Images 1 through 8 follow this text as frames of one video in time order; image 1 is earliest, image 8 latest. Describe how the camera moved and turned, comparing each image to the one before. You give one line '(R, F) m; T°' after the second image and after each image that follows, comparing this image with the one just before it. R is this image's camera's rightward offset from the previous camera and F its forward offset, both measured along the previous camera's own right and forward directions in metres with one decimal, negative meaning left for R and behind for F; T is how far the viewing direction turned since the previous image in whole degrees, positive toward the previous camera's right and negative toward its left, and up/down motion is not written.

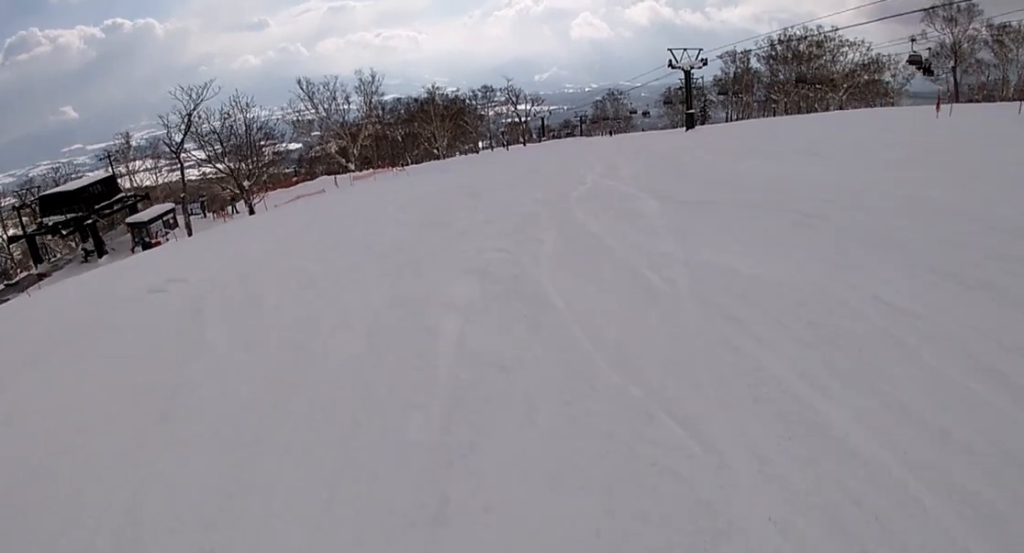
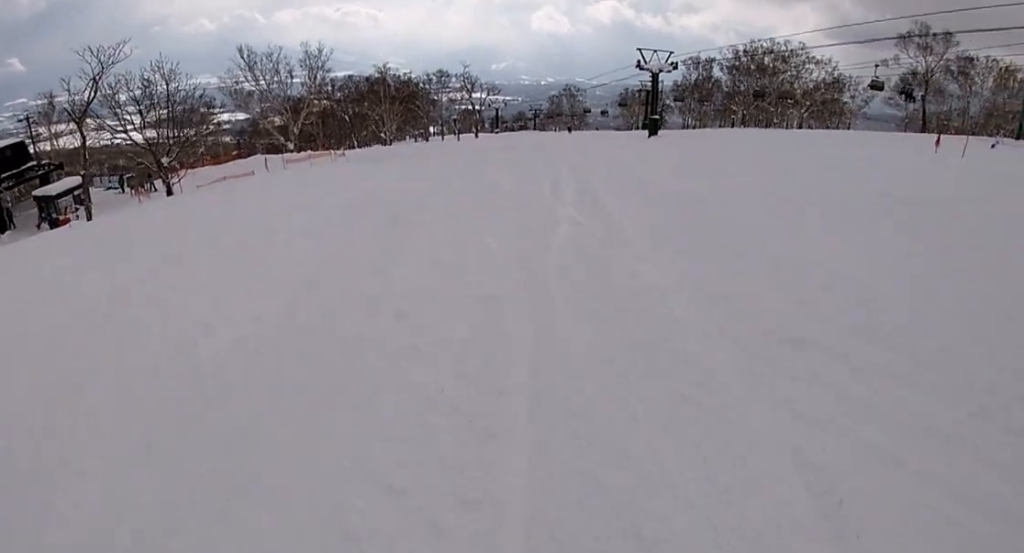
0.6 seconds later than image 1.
(-0.3, +4.3) m; -3°
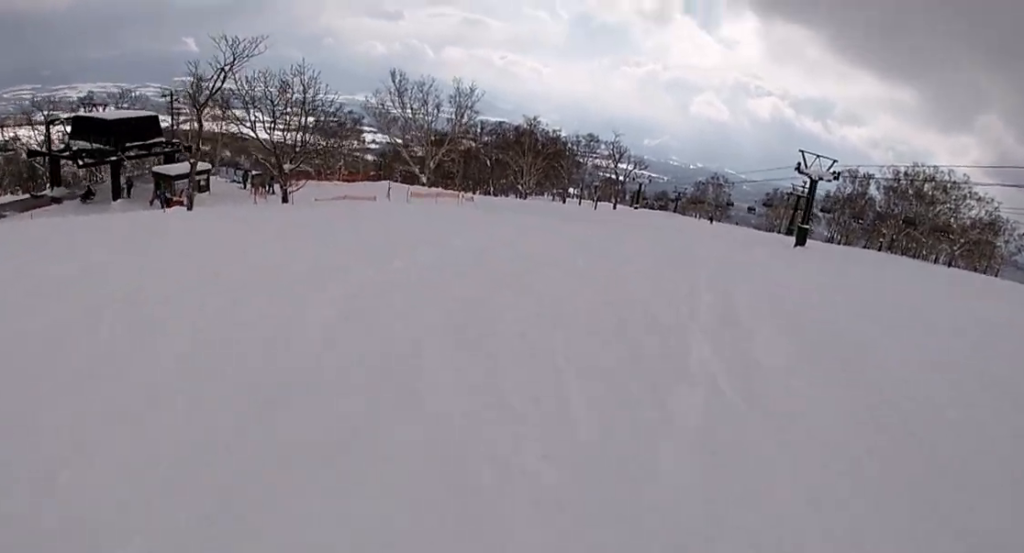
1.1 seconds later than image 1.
(-0.1, +3.3) m; -3°
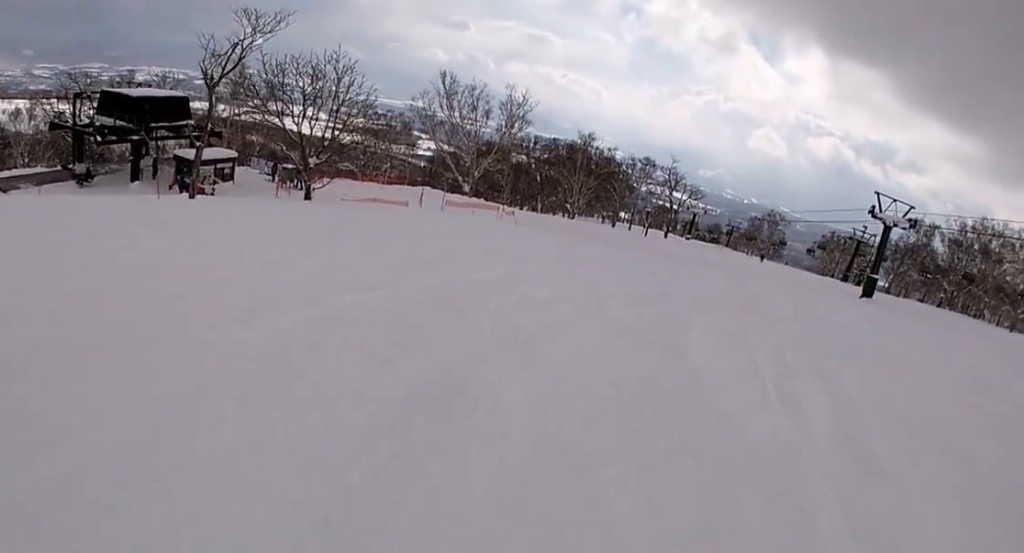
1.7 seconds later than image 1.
(-0.1, +4.1) m; 0°
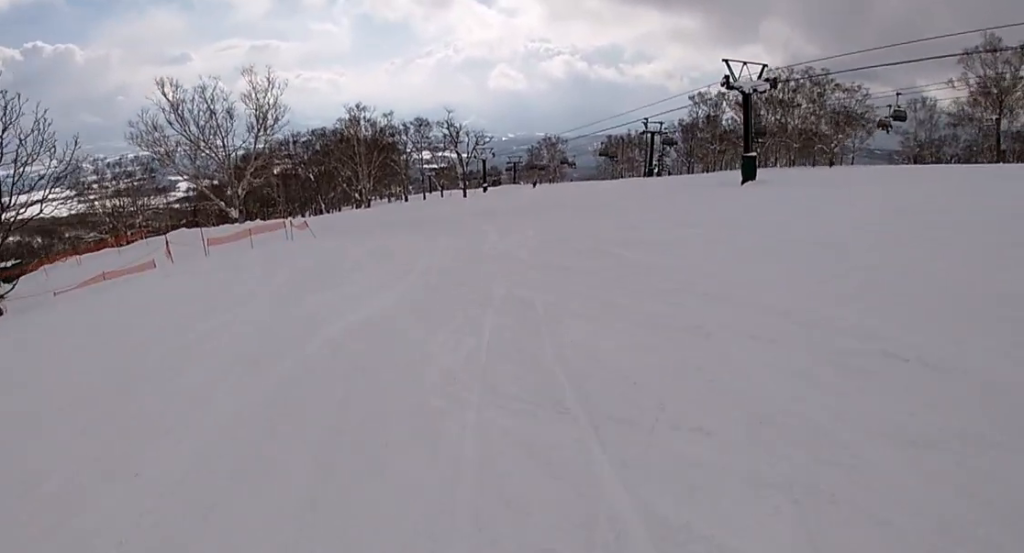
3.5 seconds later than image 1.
(+0.9, +12.9) m; +11°
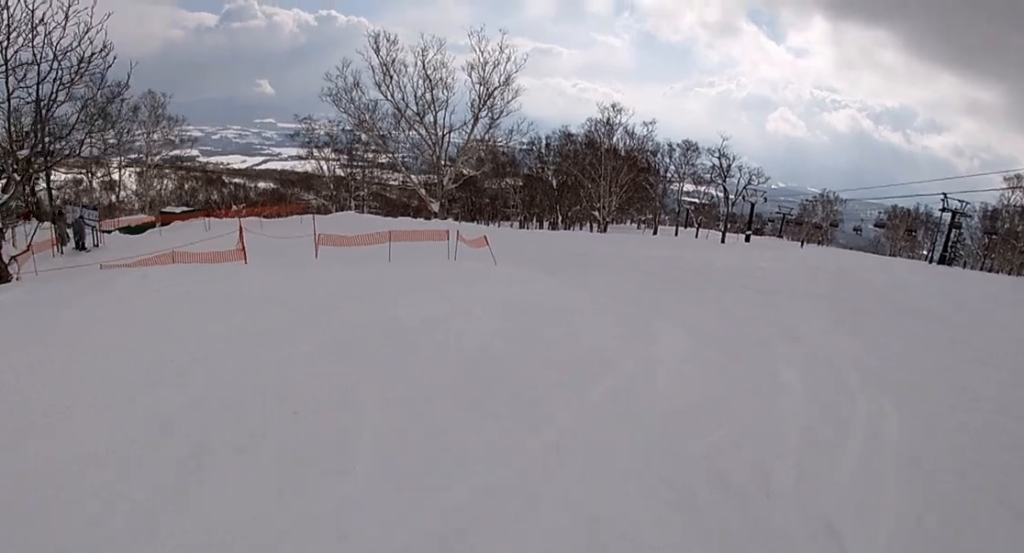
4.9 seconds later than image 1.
(+0.7, +10.8) m; -4°
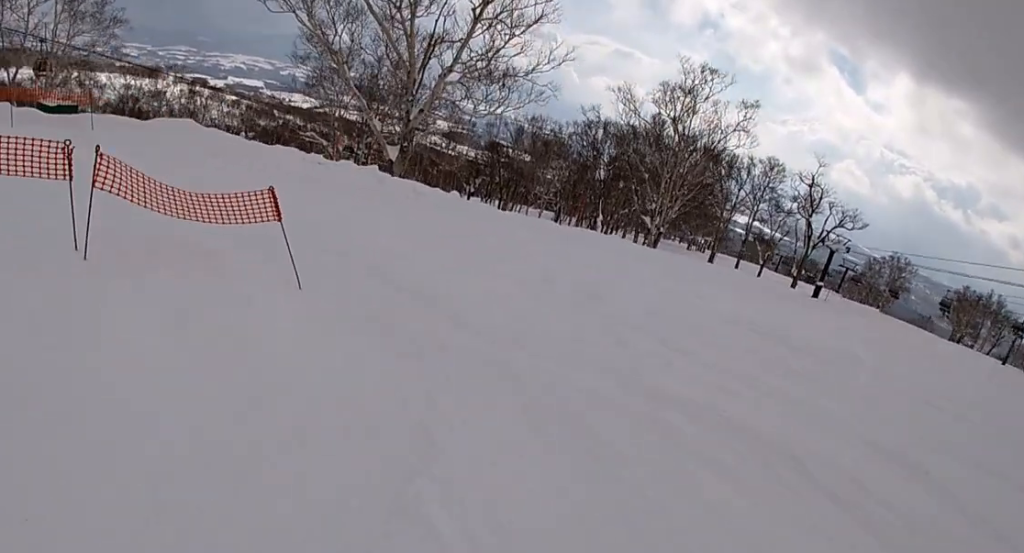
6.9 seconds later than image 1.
(-3.9, +13.0) m; -36°
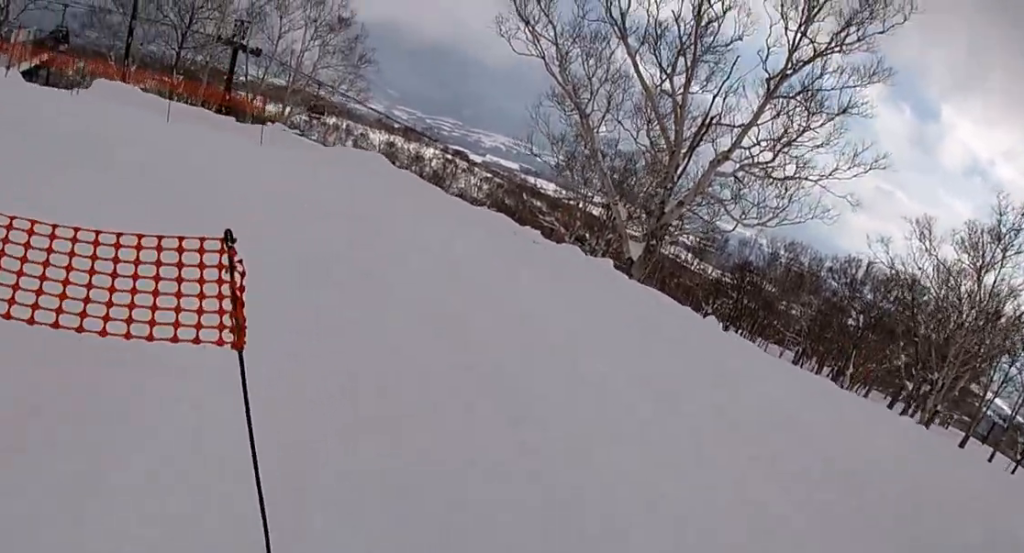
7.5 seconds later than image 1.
(-0.6, +3.2) m; -13°
